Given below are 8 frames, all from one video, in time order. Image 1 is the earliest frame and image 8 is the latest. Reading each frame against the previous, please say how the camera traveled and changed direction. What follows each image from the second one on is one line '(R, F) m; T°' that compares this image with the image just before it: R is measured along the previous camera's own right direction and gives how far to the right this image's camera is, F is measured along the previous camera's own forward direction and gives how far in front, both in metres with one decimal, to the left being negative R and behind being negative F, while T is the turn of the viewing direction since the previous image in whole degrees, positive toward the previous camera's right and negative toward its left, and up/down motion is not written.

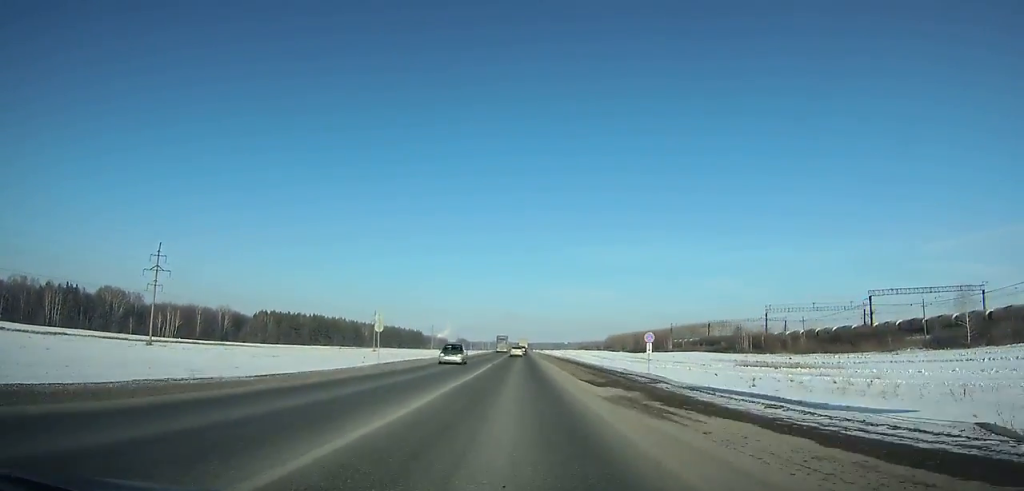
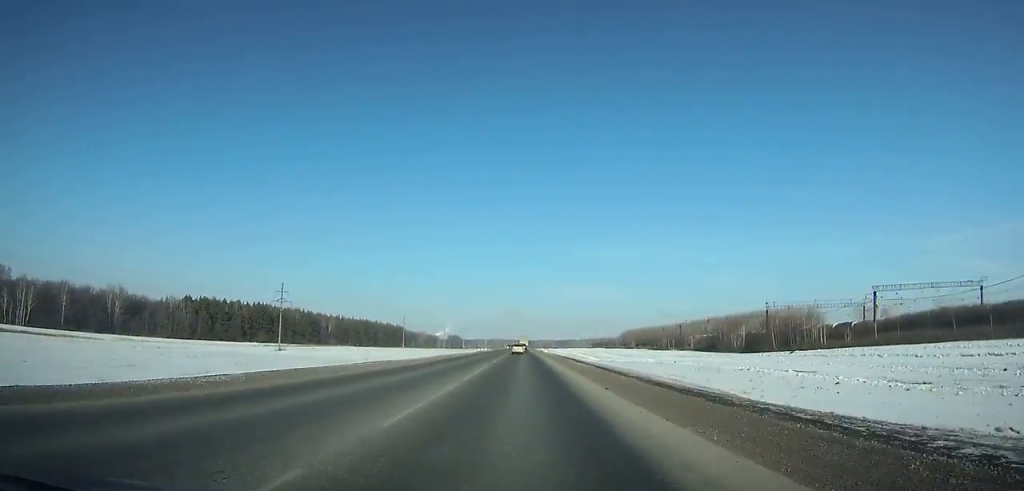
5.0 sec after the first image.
(-0.4, +120.4) m; 0°
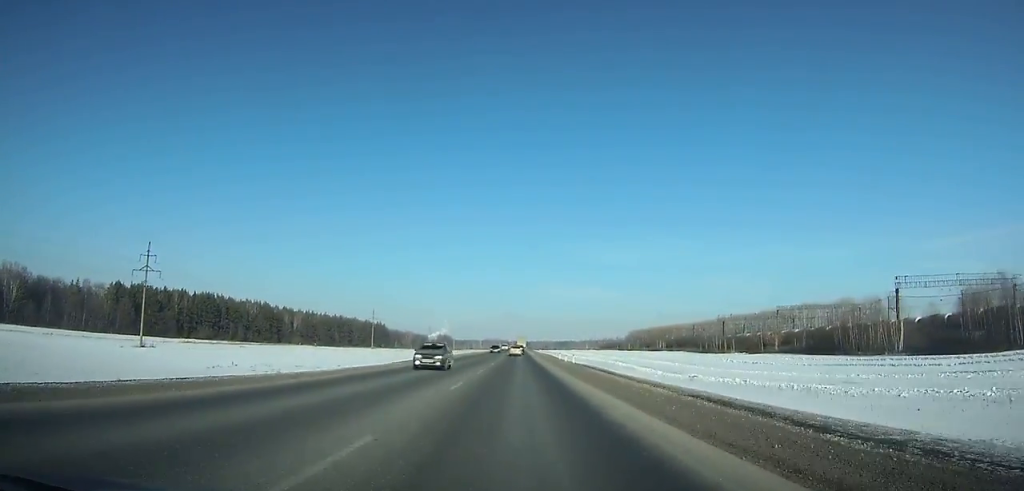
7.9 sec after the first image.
(+0.2, +70.8) m; 0°
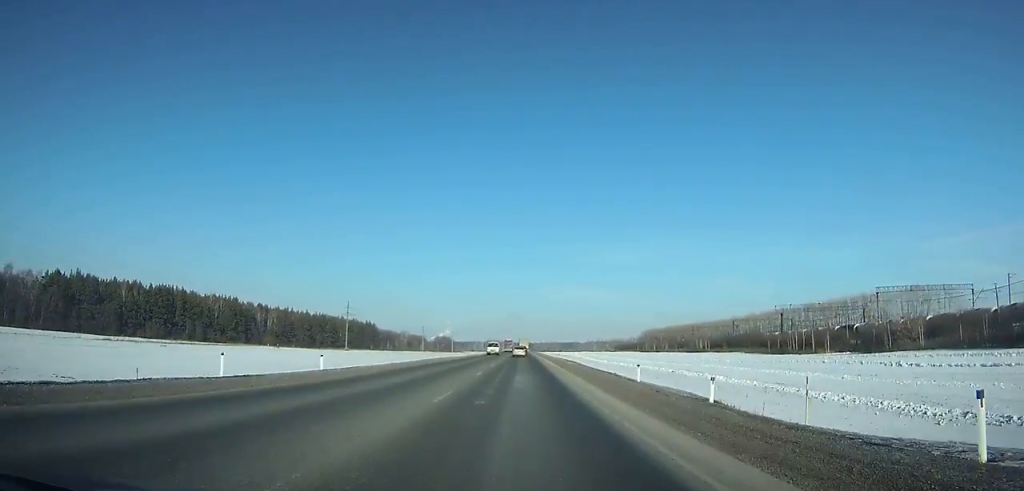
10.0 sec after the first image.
(+0.1, +51.6) m; 0°
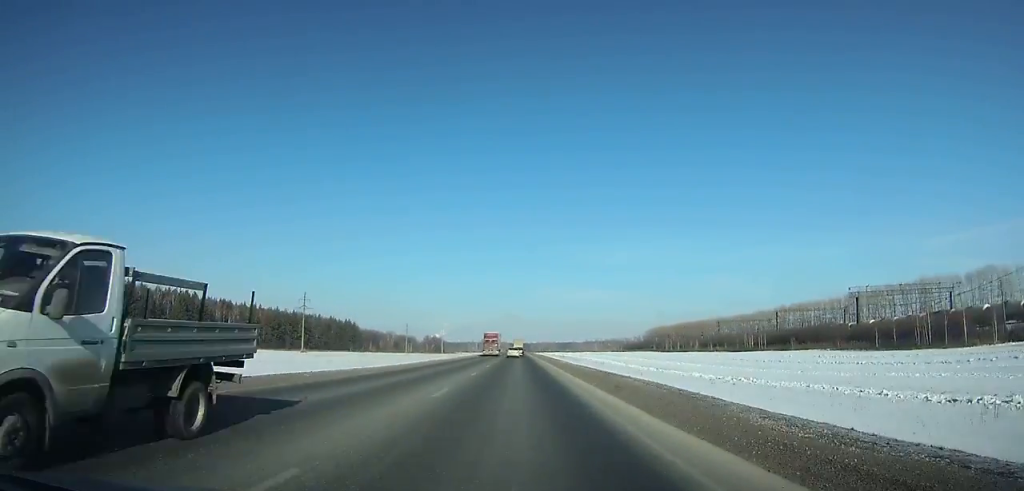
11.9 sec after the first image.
(+0.1, +46.9) m; 0°
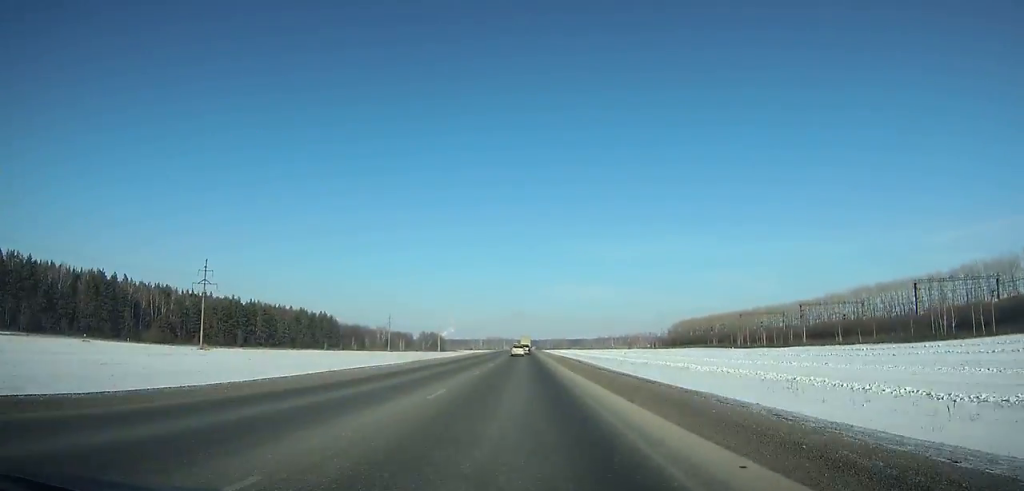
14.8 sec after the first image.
(-0.2, +71.9) m; 0°
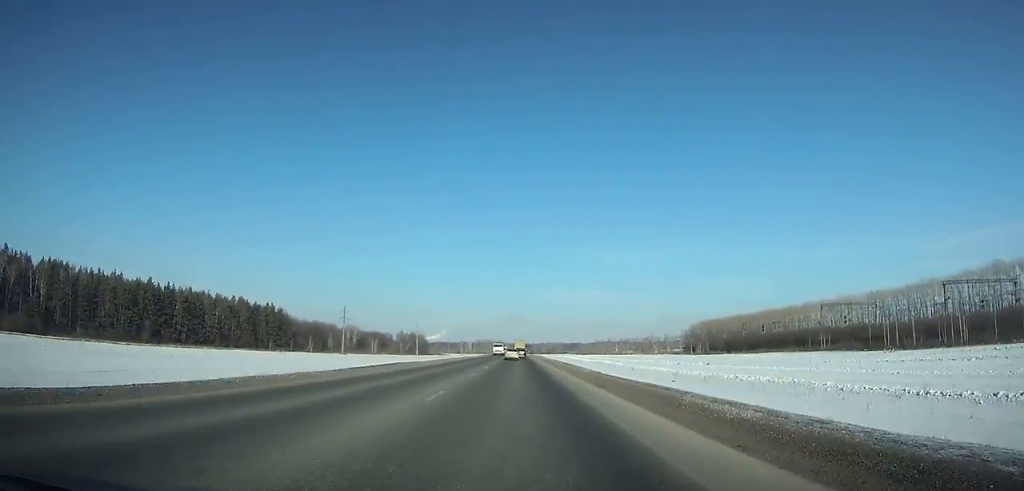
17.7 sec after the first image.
(-0.1, +71.8) m; 0°
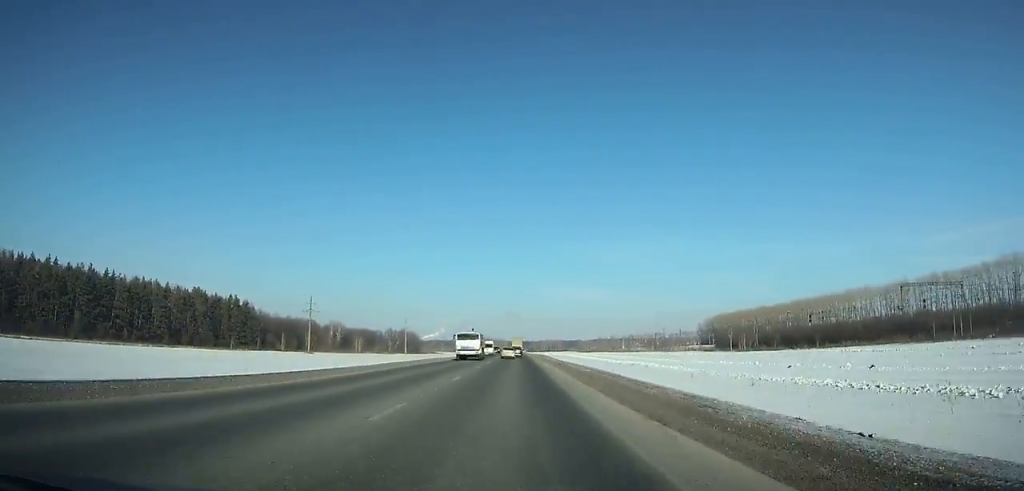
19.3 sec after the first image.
(+0.2, +39.3) m; 0°
